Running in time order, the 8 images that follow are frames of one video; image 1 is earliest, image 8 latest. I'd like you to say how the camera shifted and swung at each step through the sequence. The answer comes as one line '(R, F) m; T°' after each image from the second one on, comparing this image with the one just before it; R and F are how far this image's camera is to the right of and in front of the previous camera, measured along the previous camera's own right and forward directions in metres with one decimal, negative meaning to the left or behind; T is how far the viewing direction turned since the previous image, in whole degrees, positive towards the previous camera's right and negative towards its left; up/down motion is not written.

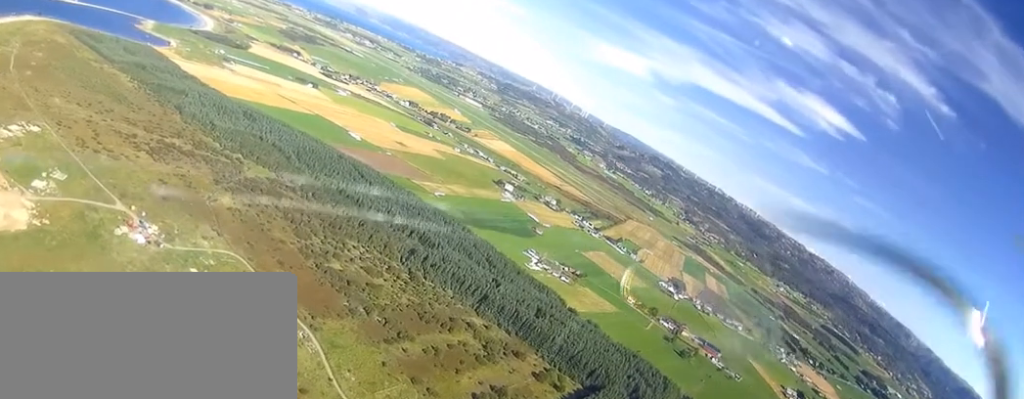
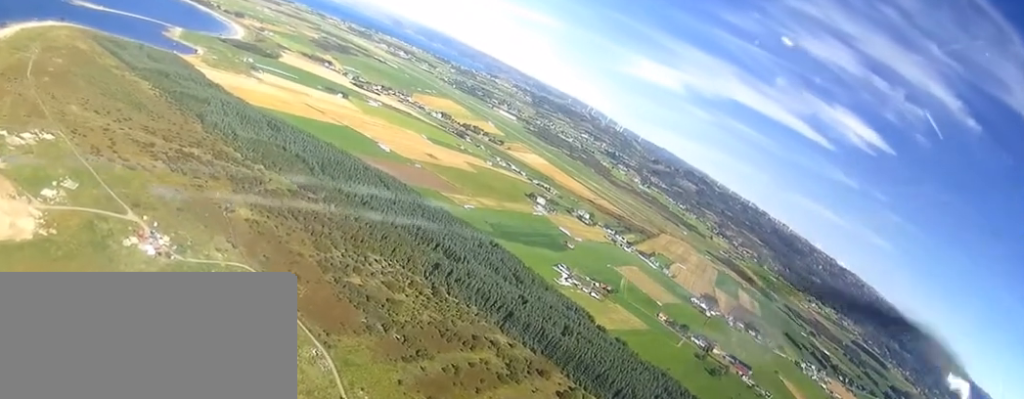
(-0.4, +25.6) m; -3°
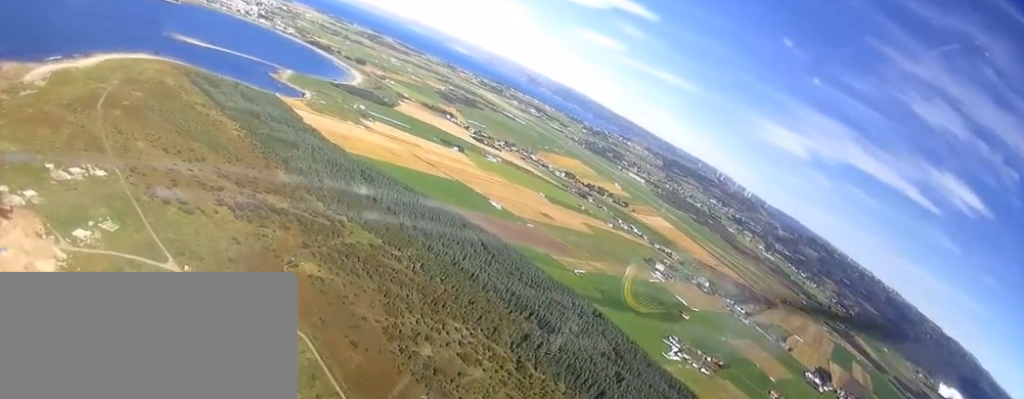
(-9.3, +97.5) m; -11°
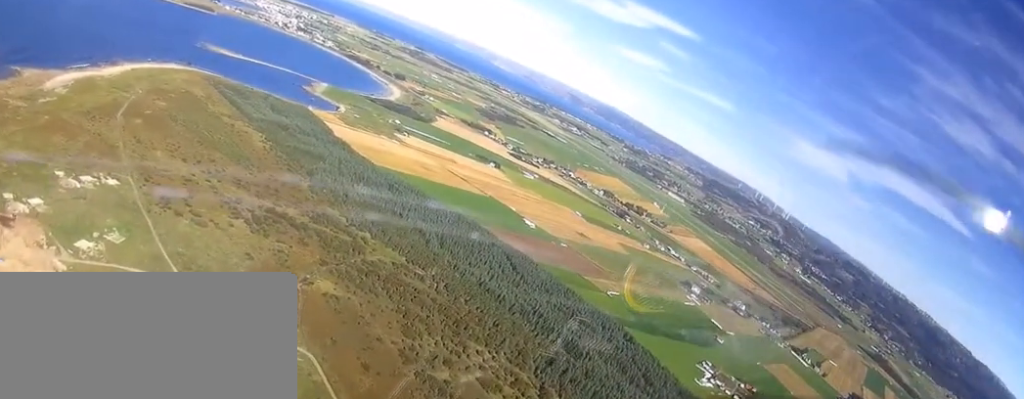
(-1.4, +34.3) m; -4°
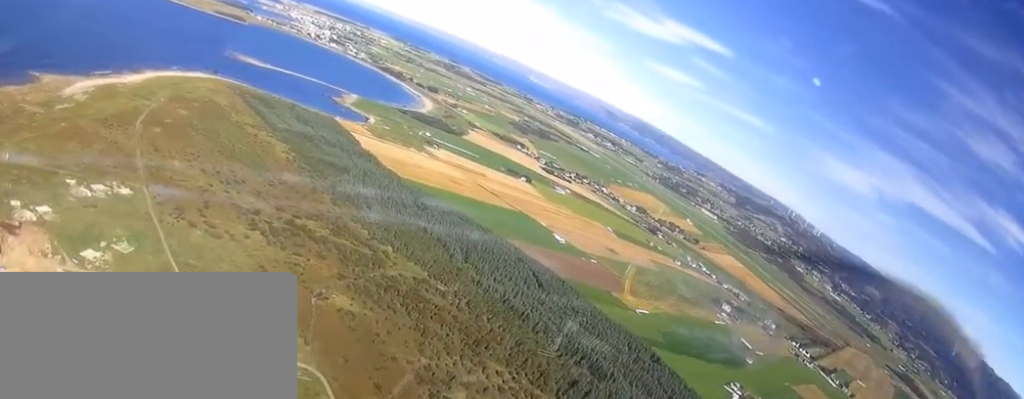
(-0.9, +26.7) m; -3°
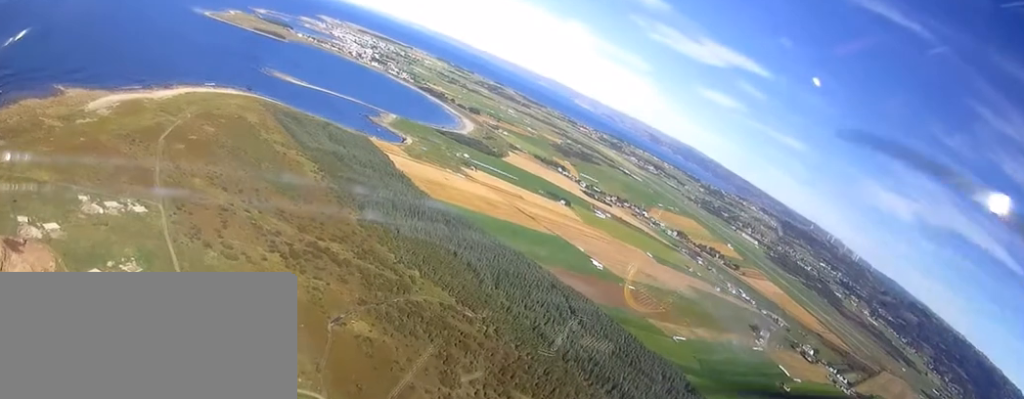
(-0.8, +34.9) m; -4°
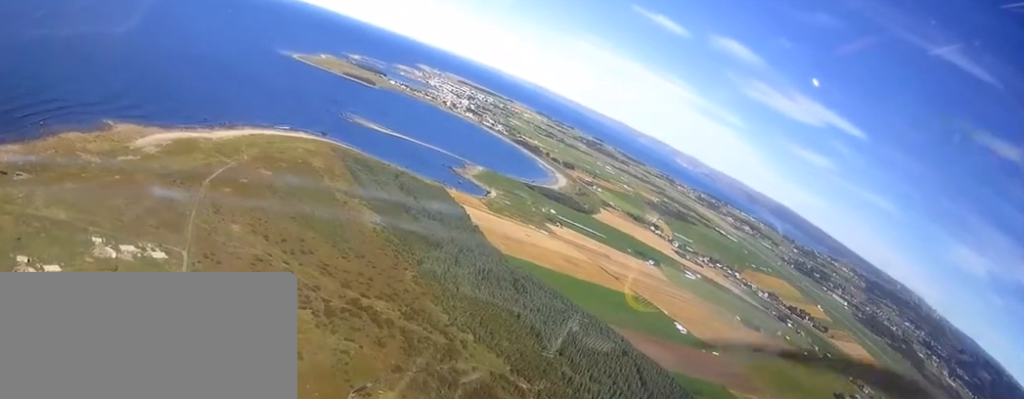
(-6.2, +90.1) m; -8°
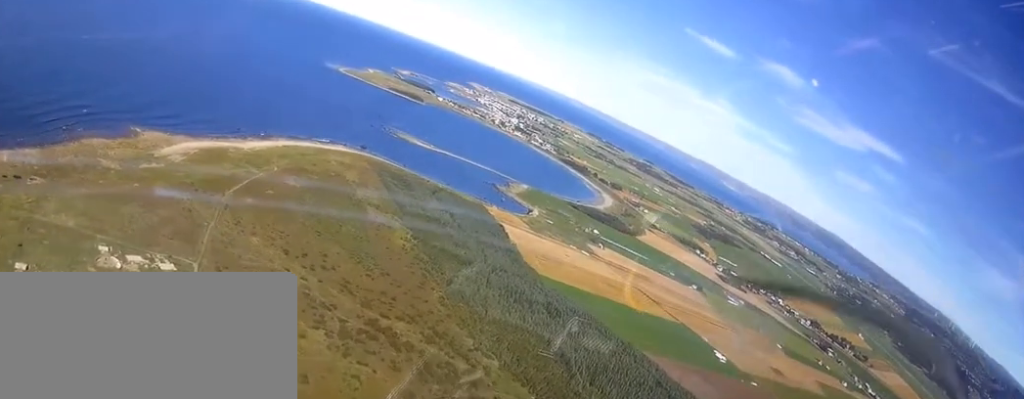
(-1.8, +44.4) m; -4°
